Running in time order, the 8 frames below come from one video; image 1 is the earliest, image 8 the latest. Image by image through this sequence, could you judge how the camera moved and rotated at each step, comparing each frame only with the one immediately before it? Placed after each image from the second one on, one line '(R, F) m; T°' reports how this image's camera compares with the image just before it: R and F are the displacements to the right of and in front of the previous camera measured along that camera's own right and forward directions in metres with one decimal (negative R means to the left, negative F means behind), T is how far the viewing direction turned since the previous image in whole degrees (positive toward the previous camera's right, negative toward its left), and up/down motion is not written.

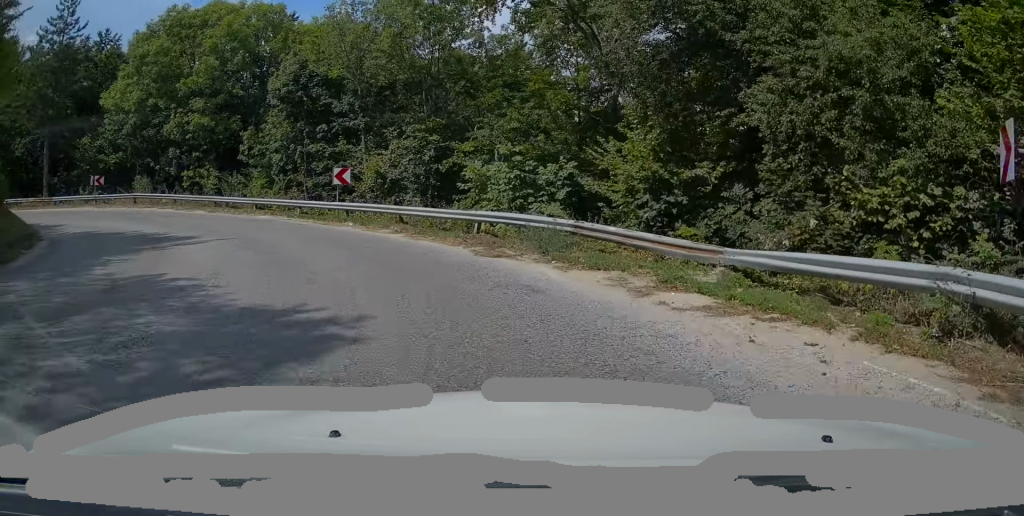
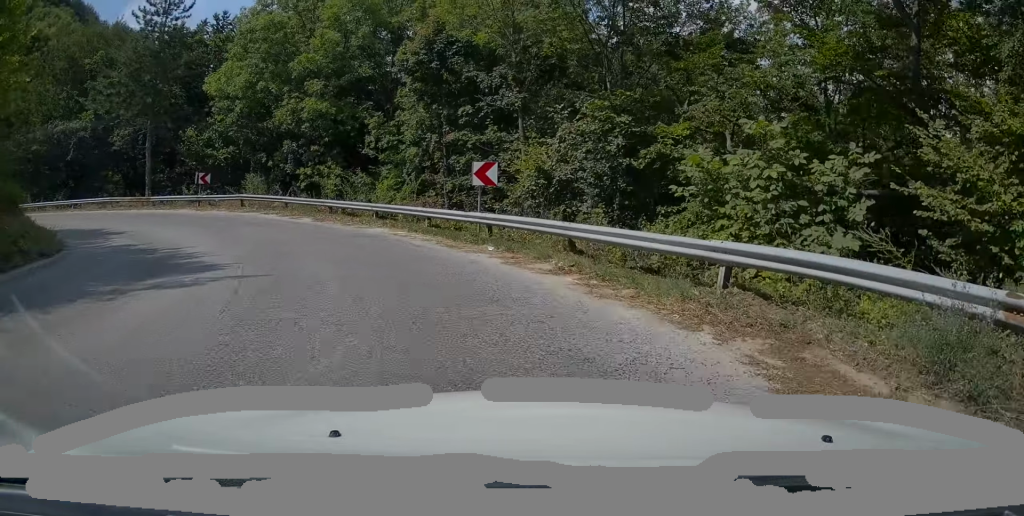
(-0.9, +7.1) m; -15°
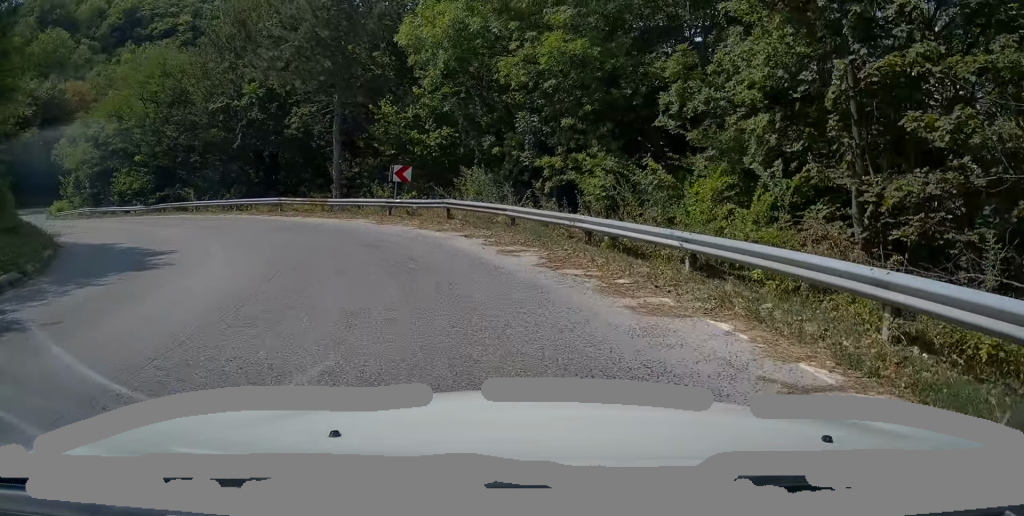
(-2.2, +12.3) m; -24°
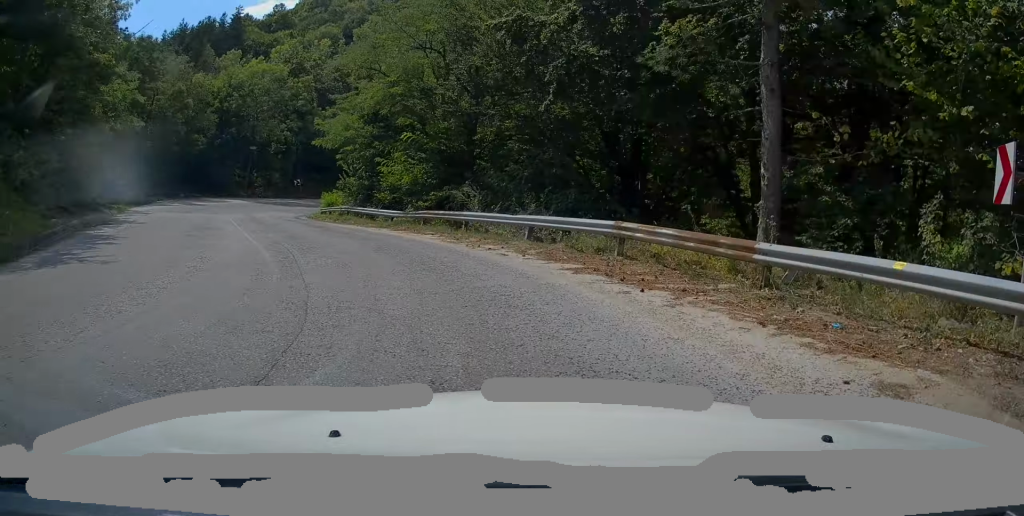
(-5.1, +16.8) m; -31°
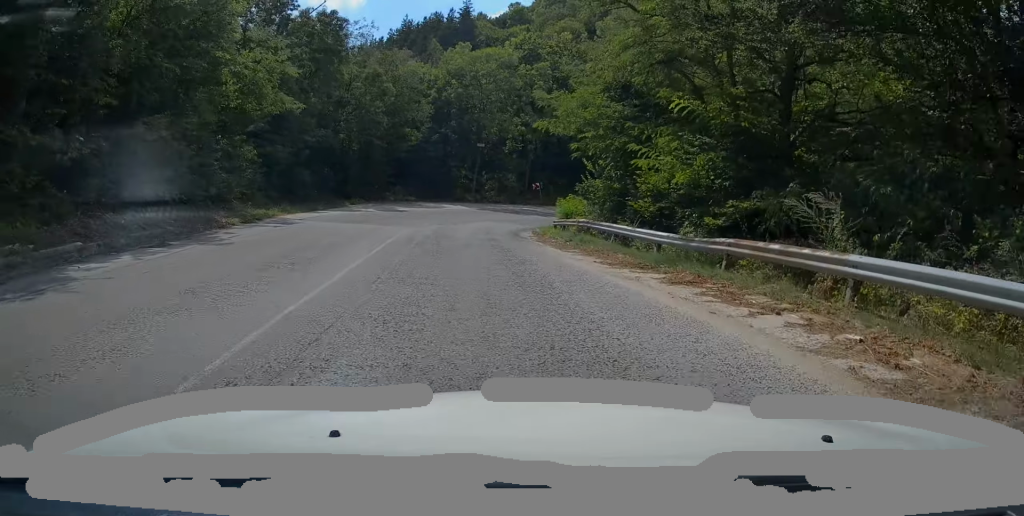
(-1.9, +10.8) m; -15°
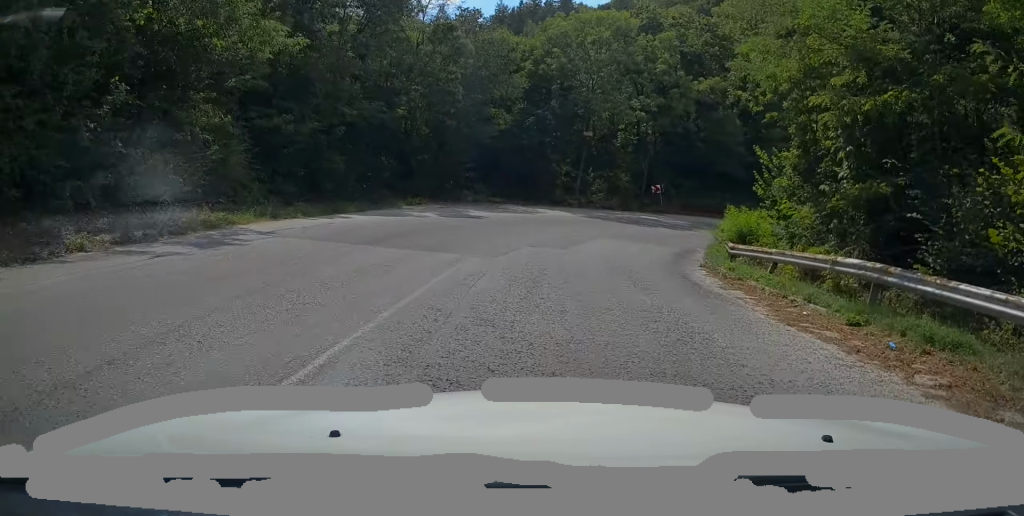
(-1.3, +13.0) m; -5°
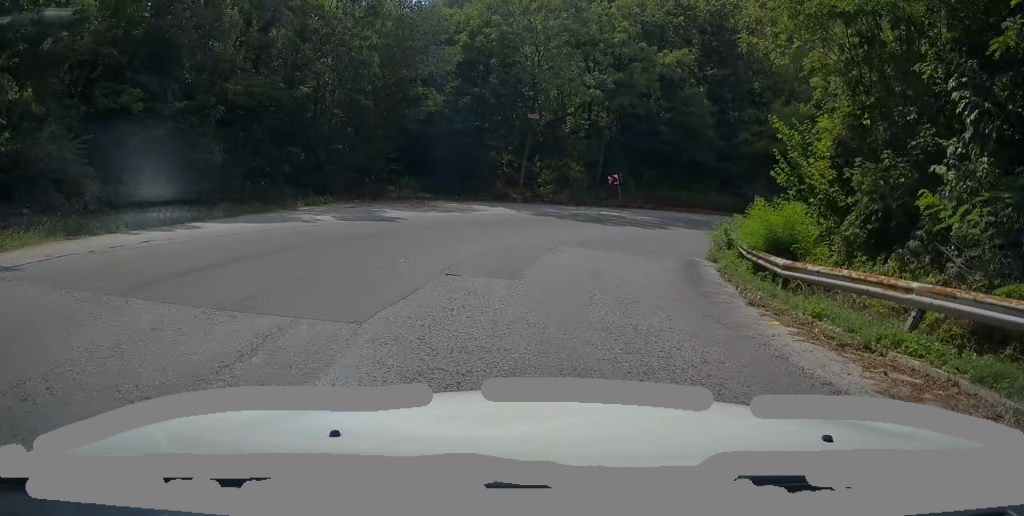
(0.0, +6.8) m; +4°
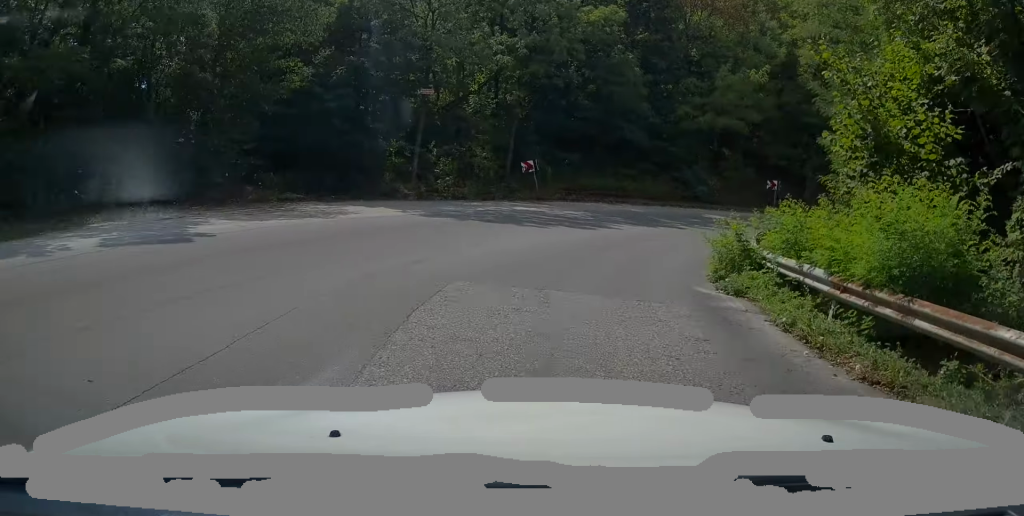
(-0.2, +7.7) m; +8°
